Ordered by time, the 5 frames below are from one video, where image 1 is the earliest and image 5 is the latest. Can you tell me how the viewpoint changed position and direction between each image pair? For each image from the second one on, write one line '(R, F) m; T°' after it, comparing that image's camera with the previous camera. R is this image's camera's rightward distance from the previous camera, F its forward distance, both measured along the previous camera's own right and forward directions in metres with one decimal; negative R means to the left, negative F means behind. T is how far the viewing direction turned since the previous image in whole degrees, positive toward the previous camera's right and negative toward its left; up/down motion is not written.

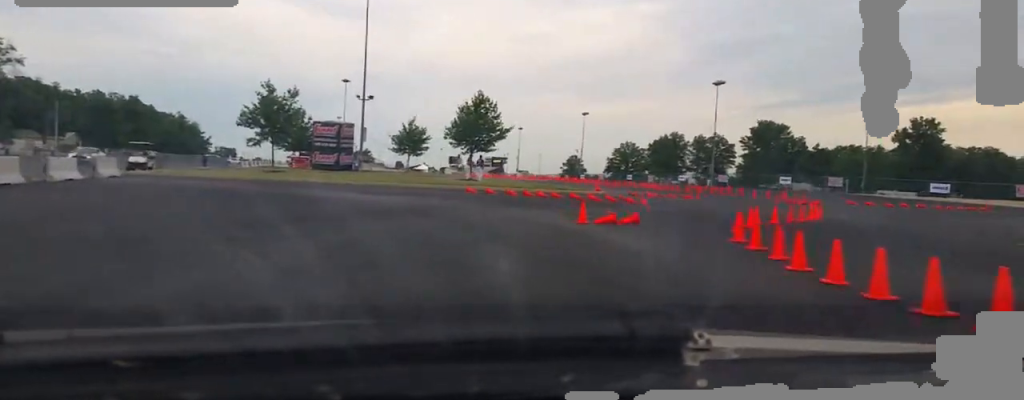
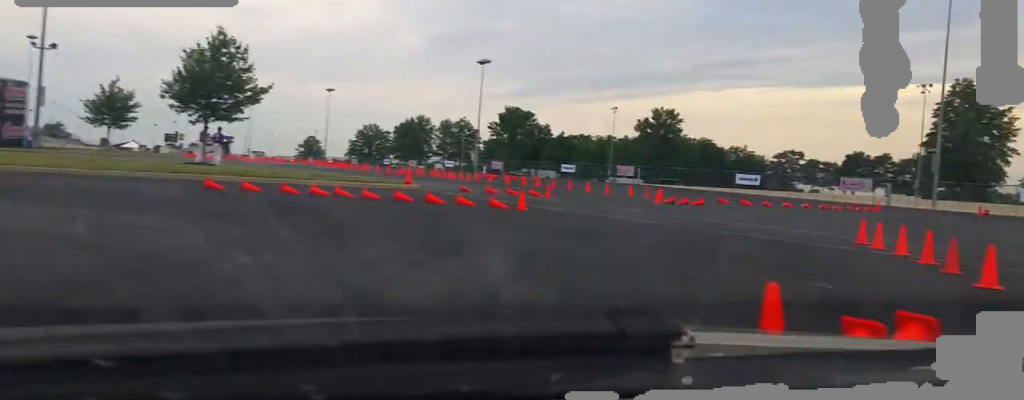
(+1.7, +13.6) m; +19°
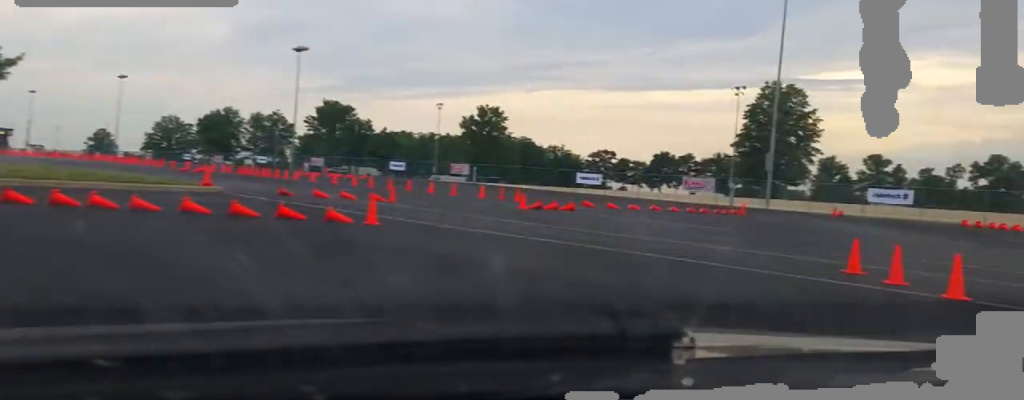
(+0.5, +5.8) m; +8°
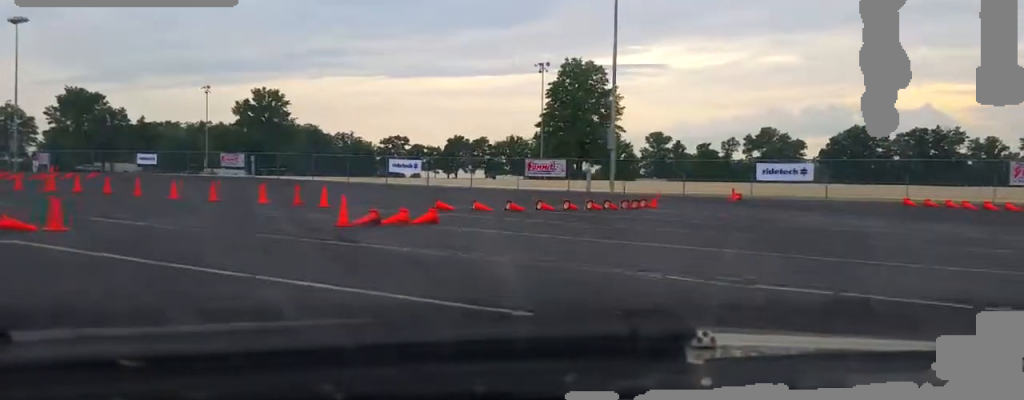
(+1.8, +13.0) m; +4°
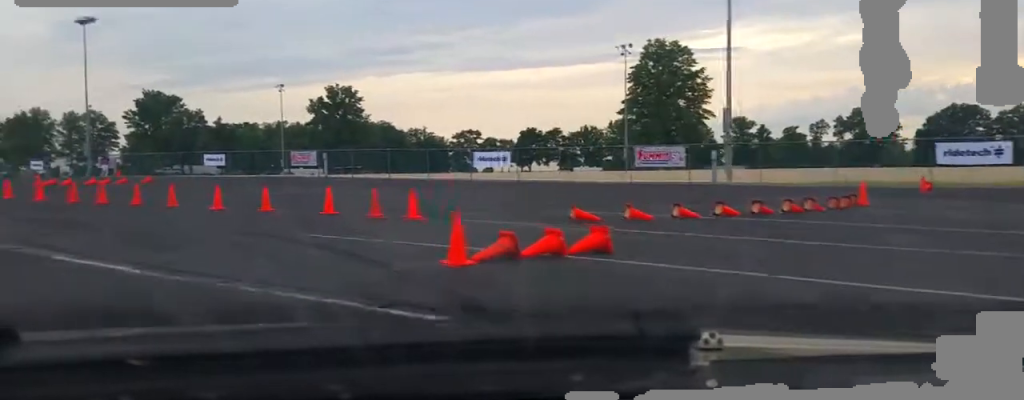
(+0.2, +6.2) m; -6°
